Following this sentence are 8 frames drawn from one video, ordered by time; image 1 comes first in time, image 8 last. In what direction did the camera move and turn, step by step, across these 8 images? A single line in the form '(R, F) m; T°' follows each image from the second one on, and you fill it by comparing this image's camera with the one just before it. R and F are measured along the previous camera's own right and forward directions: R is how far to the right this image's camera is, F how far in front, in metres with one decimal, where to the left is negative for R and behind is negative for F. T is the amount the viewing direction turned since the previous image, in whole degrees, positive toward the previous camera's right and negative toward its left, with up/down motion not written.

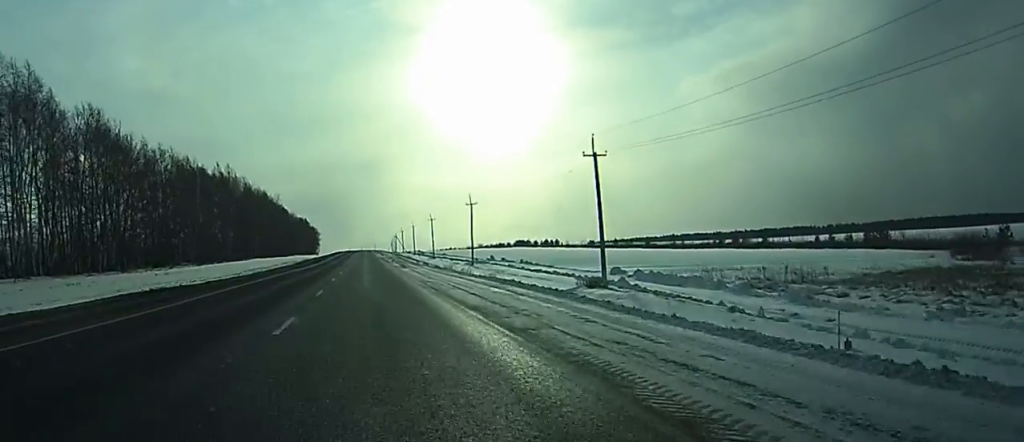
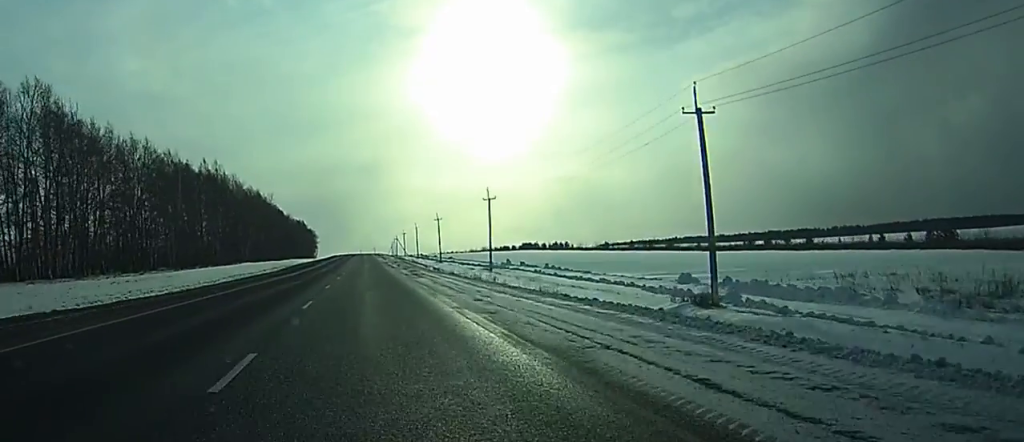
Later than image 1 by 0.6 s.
(0.0, +17.7) m; 0°
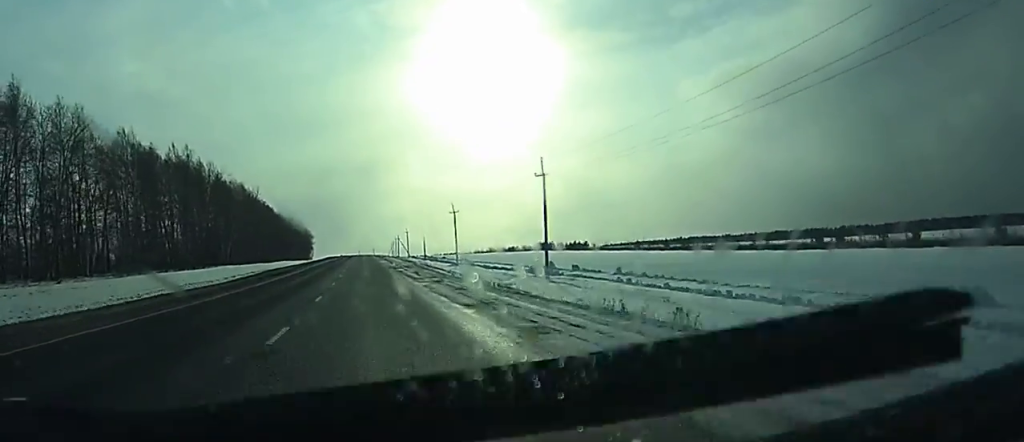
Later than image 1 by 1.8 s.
(0.0, +31.6) m; 0°
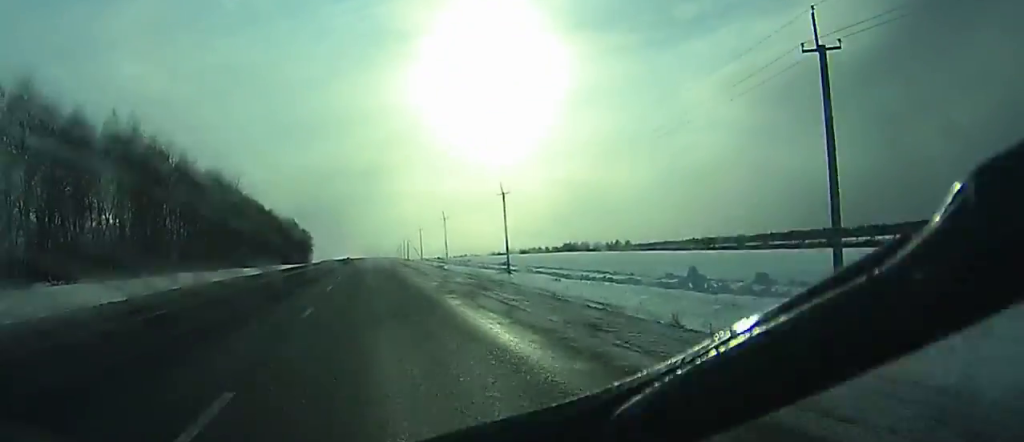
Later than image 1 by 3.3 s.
(-0.2, +43.6) m; 0°
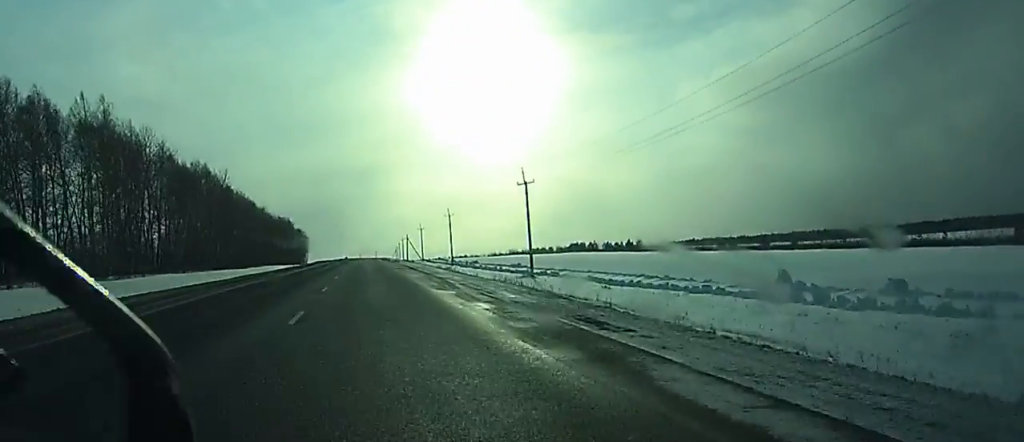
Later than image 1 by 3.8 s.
(0.0, +13.9) m; 0°
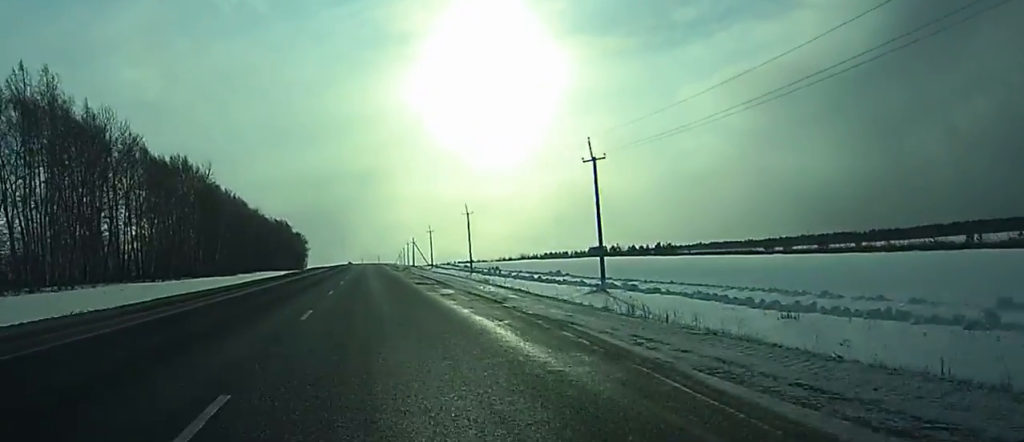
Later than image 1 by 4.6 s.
(0.0, +22.2) m; 0°
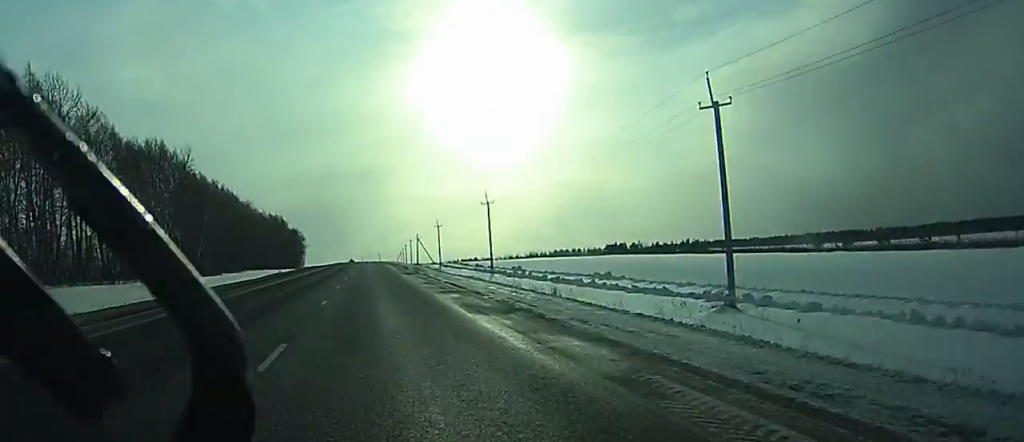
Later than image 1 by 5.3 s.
(-0.1, +19.4) m; 0°
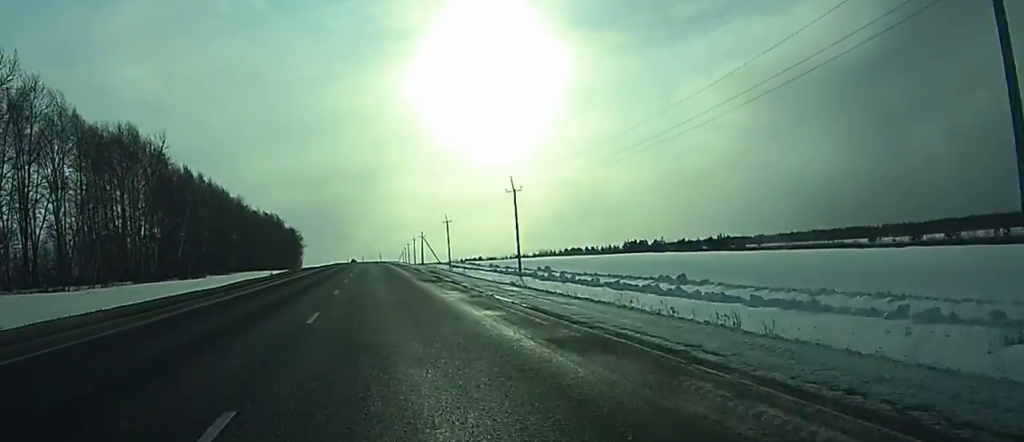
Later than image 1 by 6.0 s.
(-0.1, +17.6) m; 0°
